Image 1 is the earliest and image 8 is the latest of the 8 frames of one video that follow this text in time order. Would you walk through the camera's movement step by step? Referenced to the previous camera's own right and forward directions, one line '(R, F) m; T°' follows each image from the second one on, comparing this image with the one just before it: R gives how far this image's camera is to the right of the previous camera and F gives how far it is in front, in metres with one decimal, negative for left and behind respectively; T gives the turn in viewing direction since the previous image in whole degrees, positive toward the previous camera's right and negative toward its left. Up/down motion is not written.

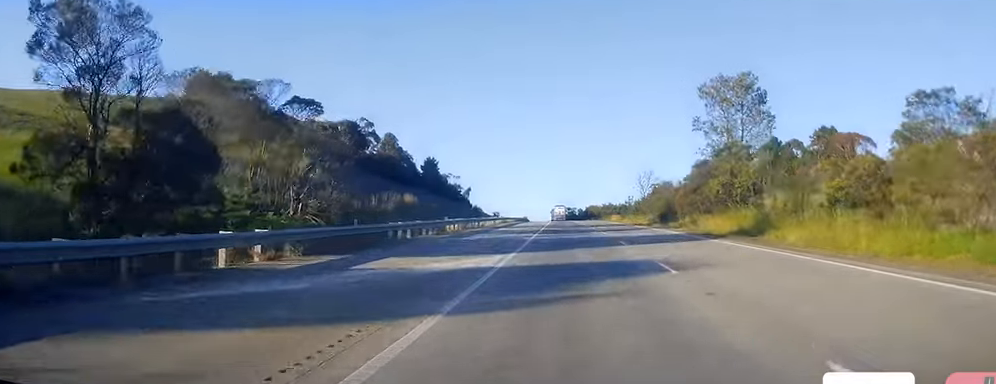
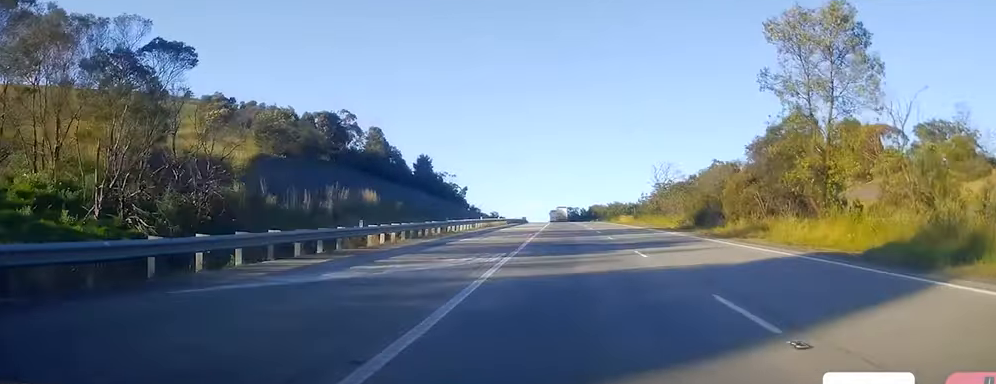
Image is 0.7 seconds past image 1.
(0.0, +19.3) m; 0°
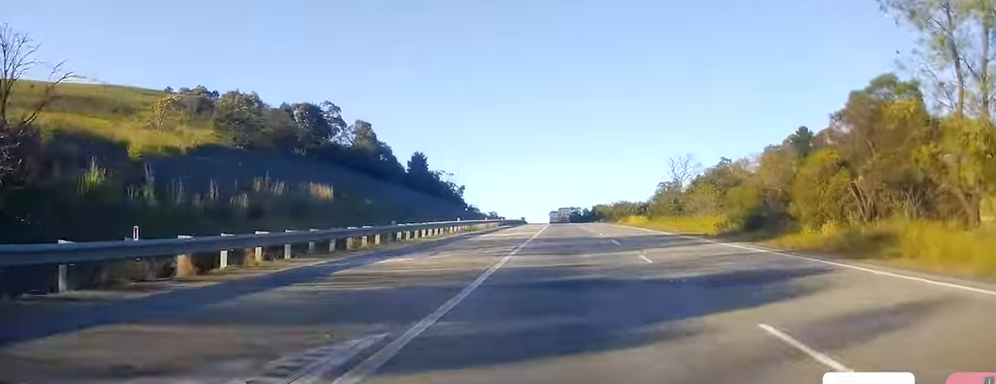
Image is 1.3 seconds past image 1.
(+0.5, +15.0) m; 0°
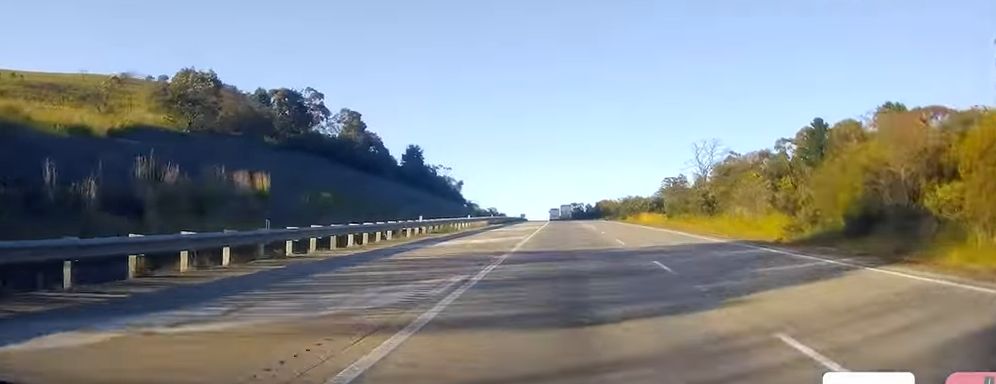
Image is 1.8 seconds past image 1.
(-0.3, +14.1) m; -1°
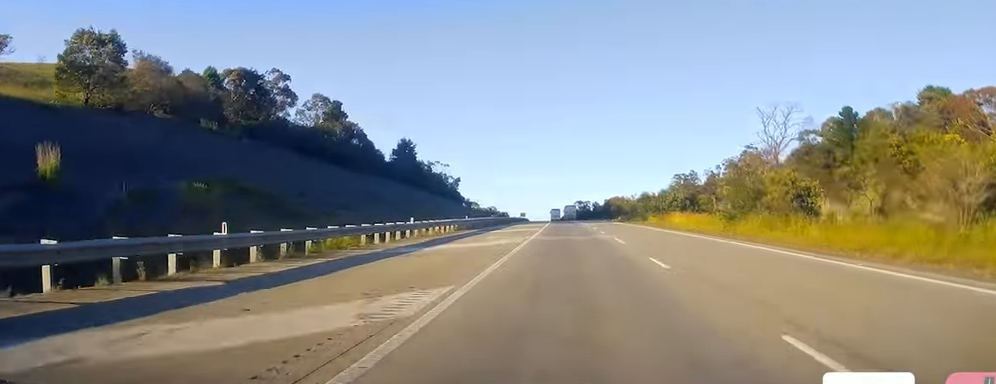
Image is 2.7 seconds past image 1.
(-0.5, +22.9) m; -1°
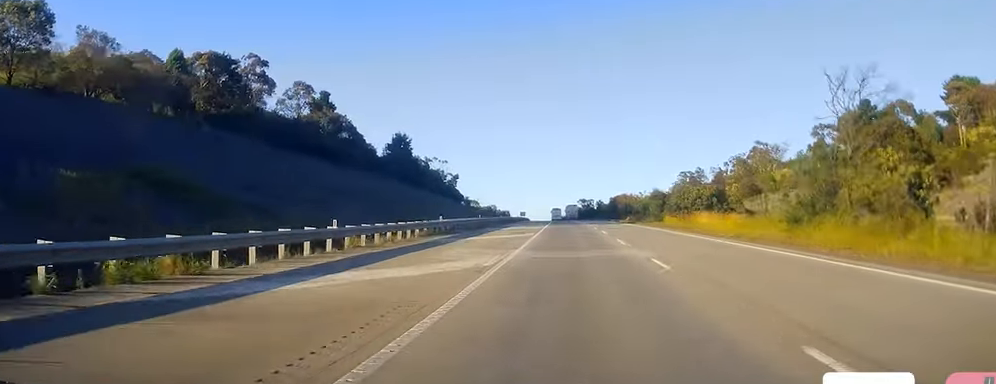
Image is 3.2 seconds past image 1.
(-0.2, +12.3) m; +1°
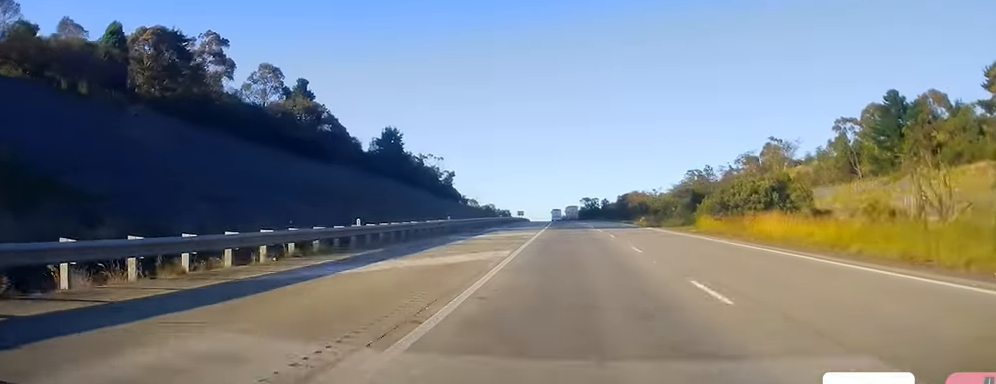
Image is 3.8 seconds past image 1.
(+0.2, +17.6) m; +1°
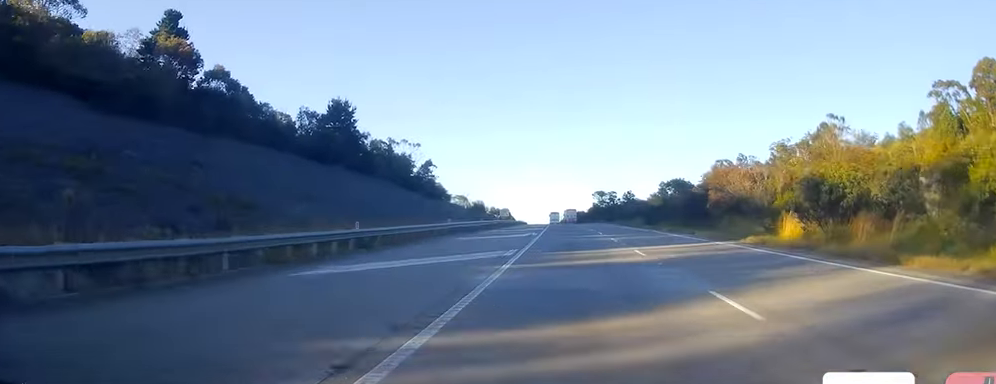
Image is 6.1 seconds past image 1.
(+0.1, +60.3) m; 0°
